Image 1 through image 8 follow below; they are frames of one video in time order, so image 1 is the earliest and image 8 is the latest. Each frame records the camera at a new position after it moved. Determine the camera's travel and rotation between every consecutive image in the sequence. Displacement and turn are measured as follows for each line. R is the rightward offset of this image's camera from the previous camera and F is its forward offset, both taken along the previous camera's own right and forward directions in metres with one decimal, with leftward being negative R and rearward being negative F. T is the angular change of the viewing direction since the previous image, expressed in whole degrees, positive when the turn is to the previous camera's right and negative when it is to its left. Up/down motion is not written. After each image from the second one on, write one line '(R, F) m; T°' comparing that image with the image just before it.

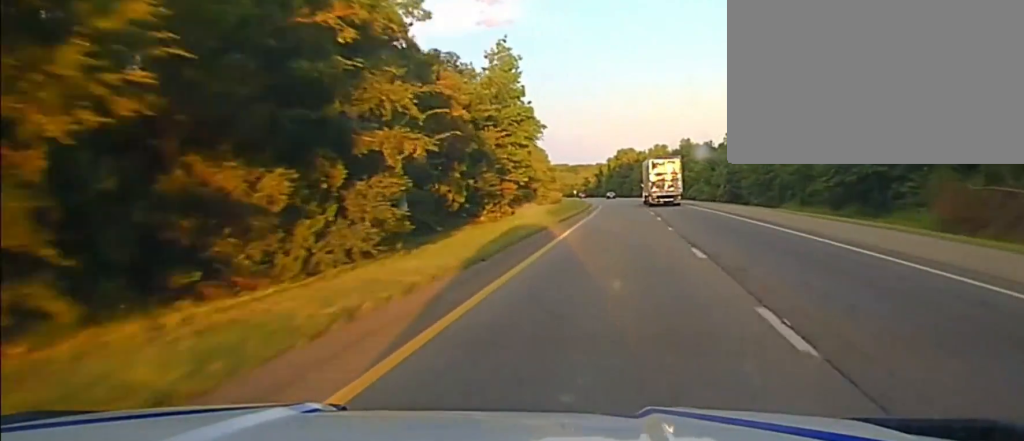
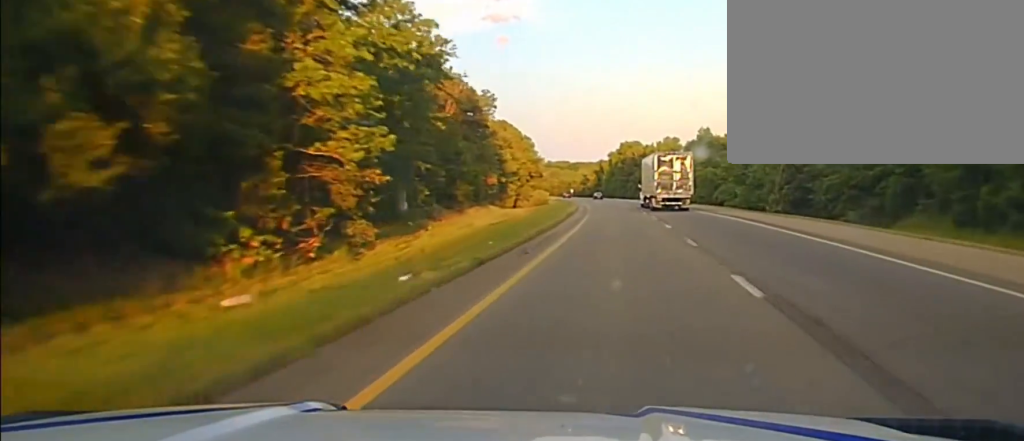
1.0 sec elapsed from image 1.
(0.0, +44.4) m; 0°
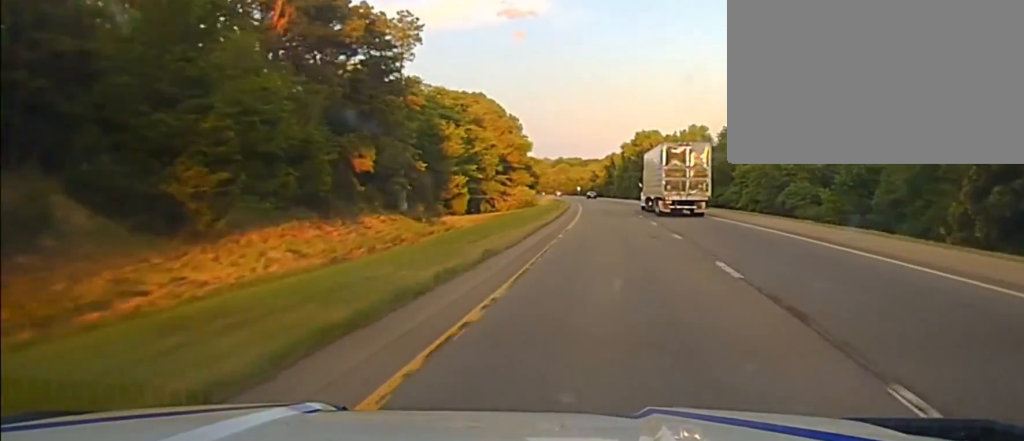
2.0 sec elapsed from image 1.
(0.0, +43.2) m; 0°
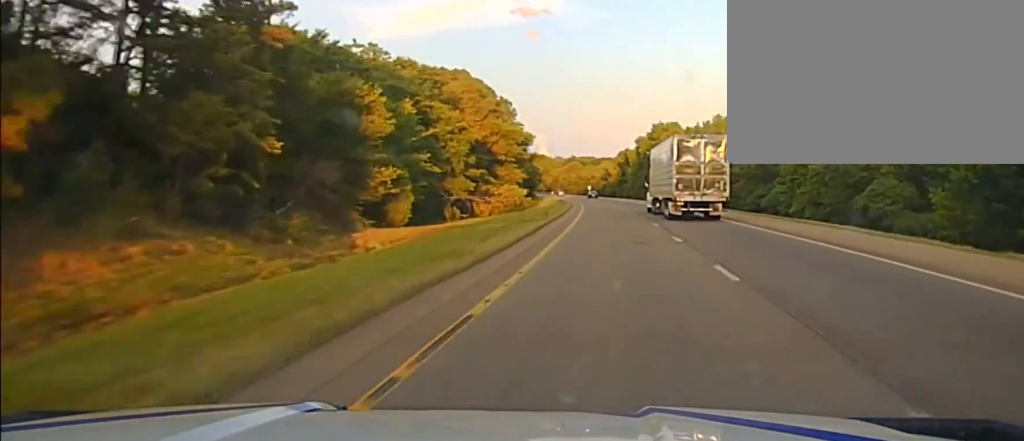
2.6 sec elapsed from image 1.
(0.0, +24.5) m; 0°
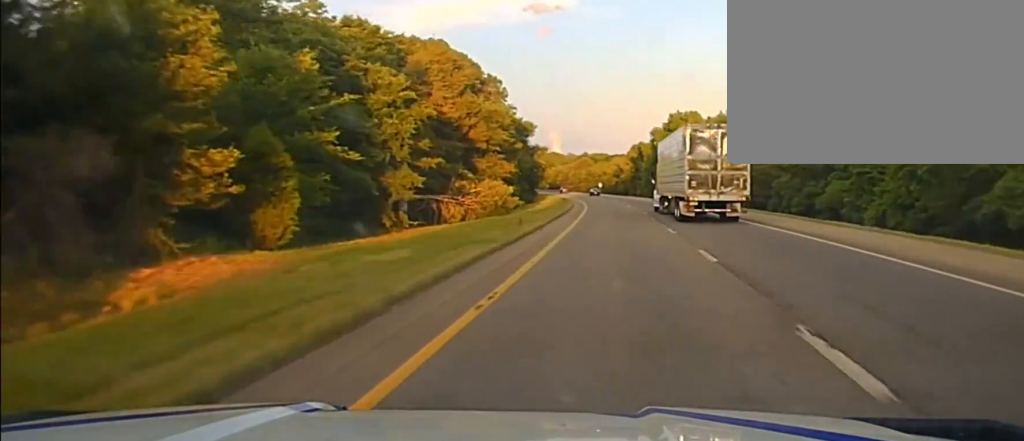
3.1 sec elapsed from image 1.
(0.0, +20.2) m; 0°
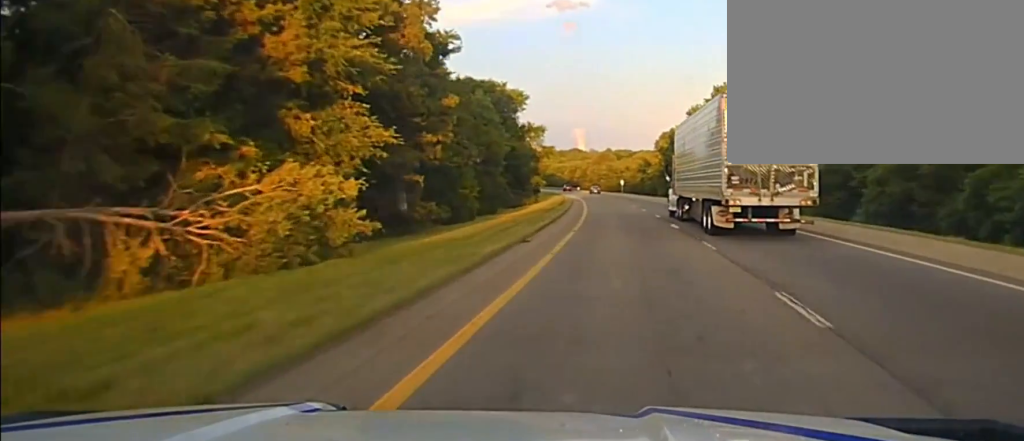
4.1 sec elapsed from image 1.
(-0.4, +46.3) m; -3°
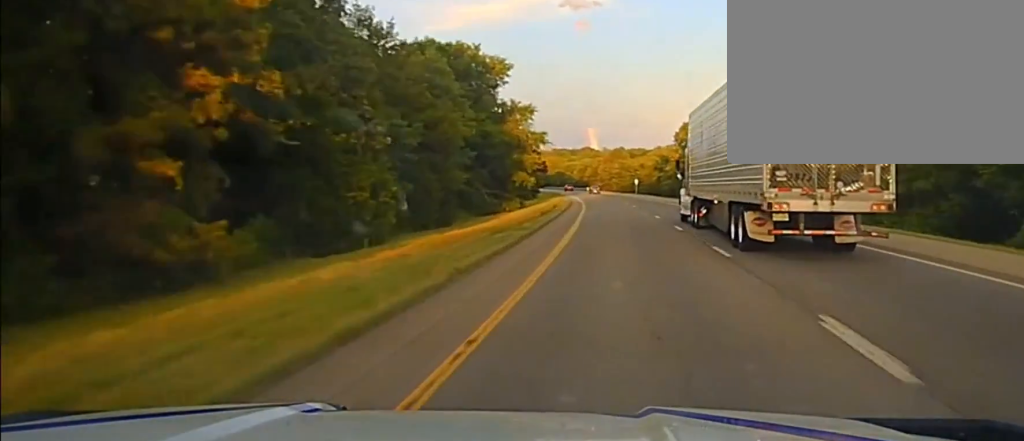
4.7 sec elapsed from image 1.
(-0.8, +24.5) m; -1°
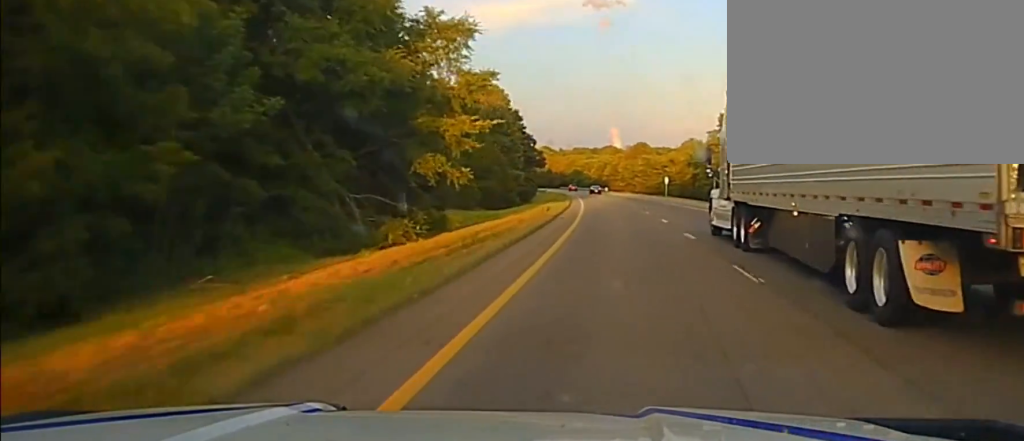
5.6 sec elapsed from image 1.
(-0.5, +40.5) m; -1°
